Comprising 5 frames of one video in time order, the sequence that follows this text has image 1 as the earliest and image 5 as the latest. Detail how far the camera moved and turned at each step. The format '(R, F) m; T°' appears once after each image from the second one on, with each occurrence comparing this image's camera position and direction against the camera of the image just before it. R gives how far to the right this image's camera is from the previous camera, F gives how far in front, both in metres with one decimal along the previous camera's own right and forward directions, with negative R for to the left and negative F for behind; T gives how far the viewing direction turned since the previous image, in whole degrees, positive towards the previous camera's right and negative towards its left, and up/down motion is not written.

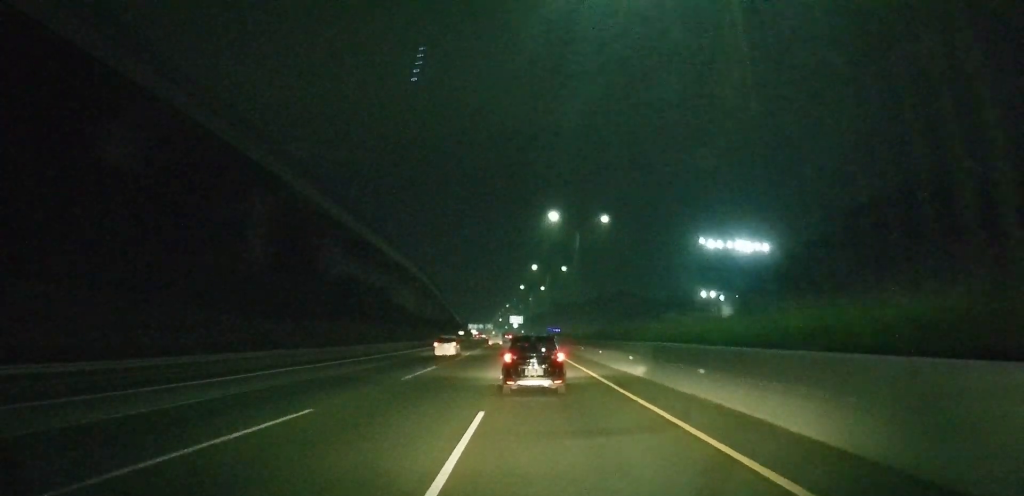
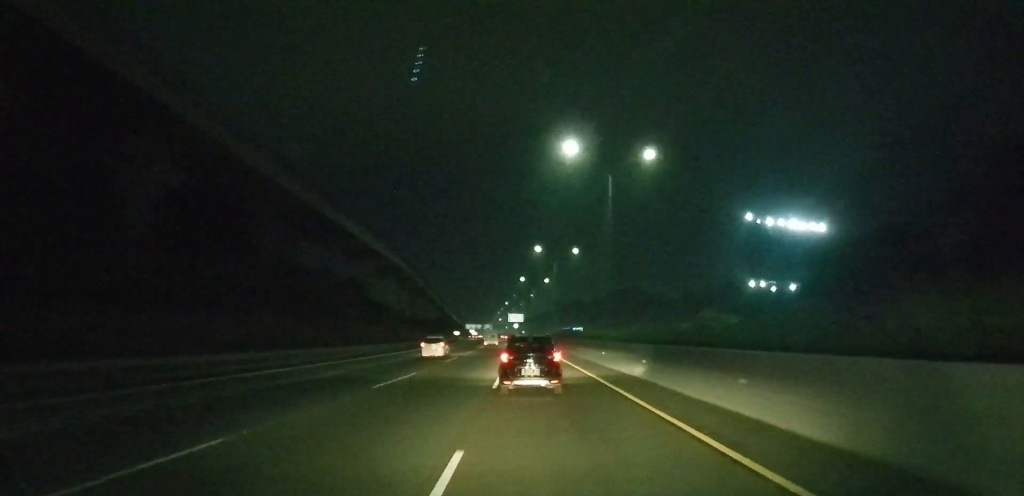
(0.0, +25.0) m; -1°
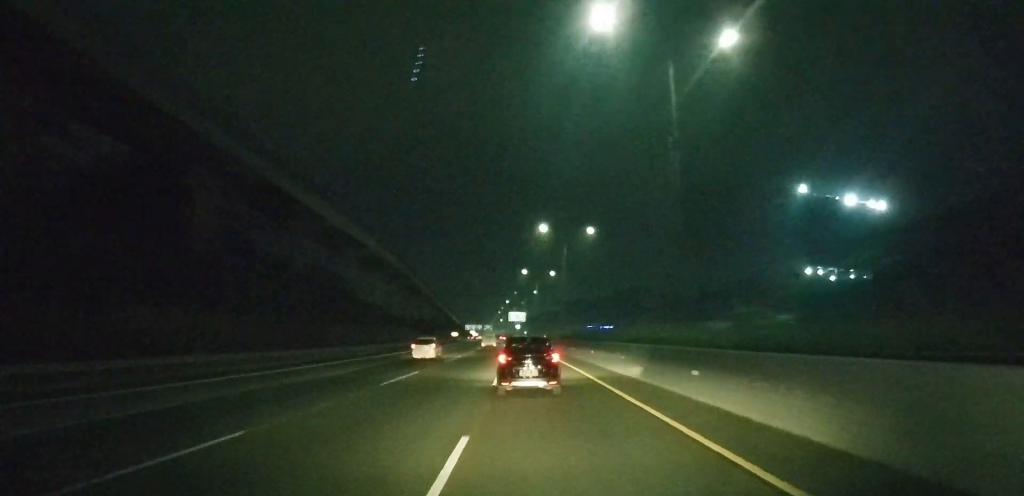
(-0.2, +18.5) m; -1°
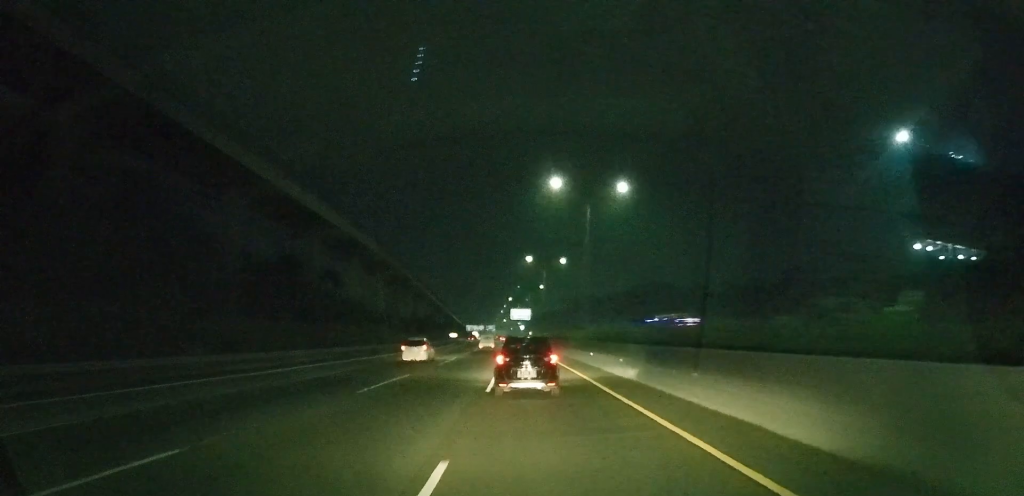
(-0.1, +22.0) m; 0°
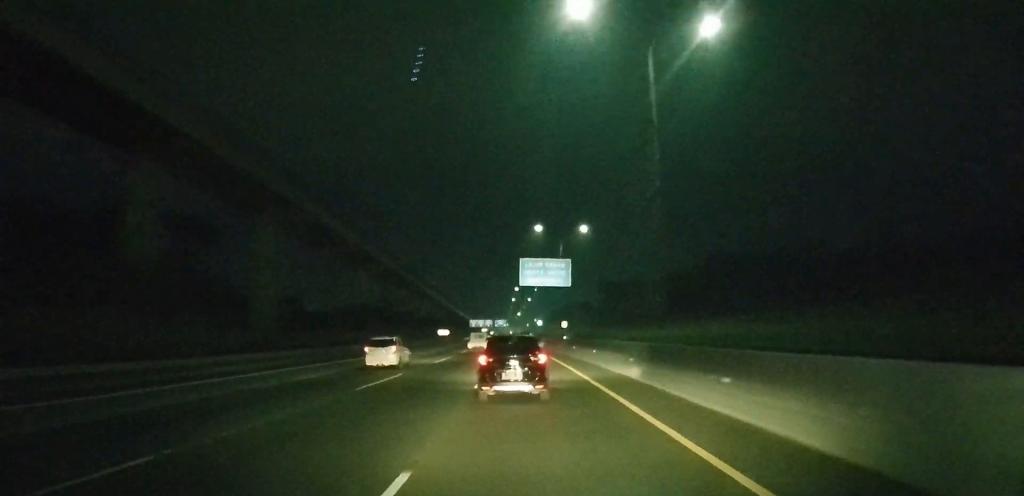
(-0.8, +70.6) m; -1°
